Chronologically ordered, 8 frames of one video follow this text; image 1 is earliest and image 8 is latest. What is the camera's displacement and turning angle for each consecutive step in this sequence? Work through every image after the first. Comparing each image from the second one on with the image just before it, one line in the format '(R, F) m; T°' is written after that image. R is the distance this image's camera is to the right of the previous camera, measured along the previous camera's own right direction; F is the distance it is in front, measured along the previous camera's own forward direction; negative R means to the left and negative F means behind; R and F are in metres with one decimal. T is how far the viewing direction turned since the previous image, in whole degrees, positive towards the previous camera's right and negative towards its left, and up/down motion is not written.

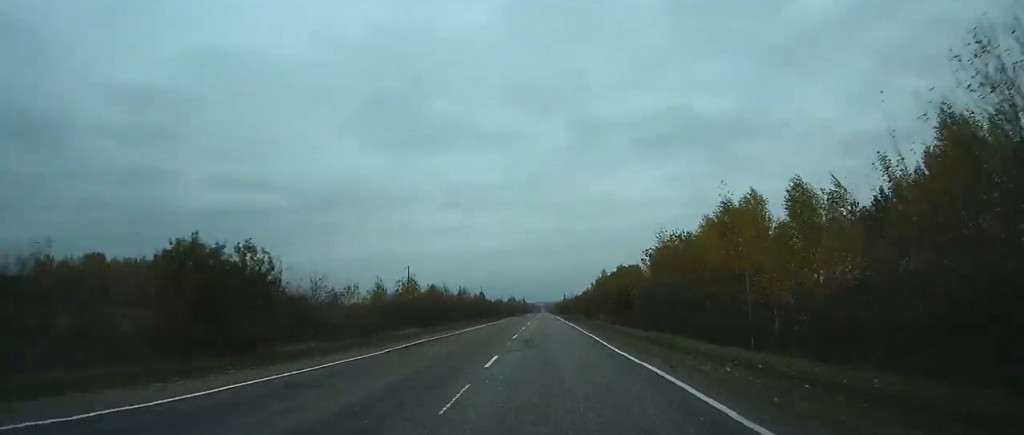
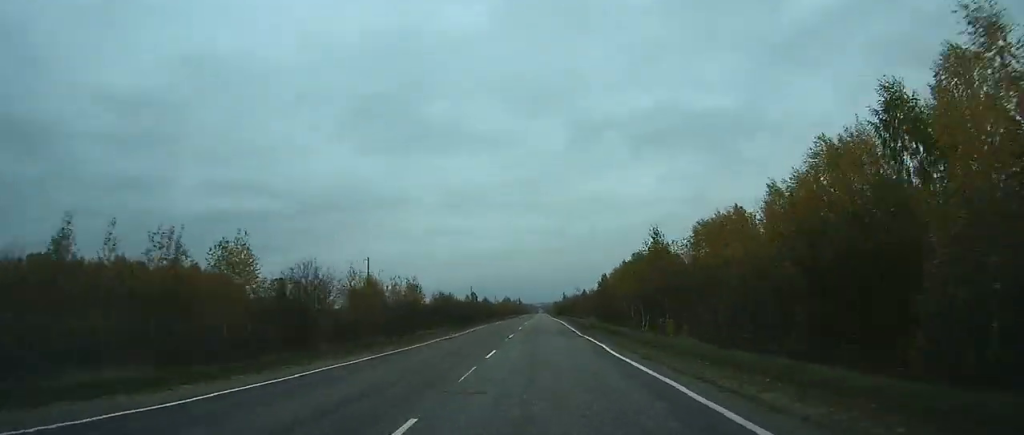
(+0.1, +34.4) m; 0°
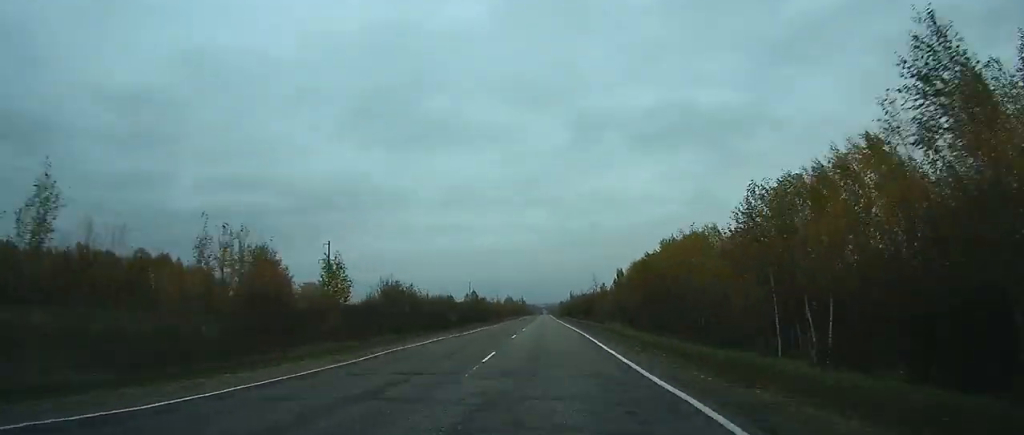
(+0.1, +26.3) m; 0°
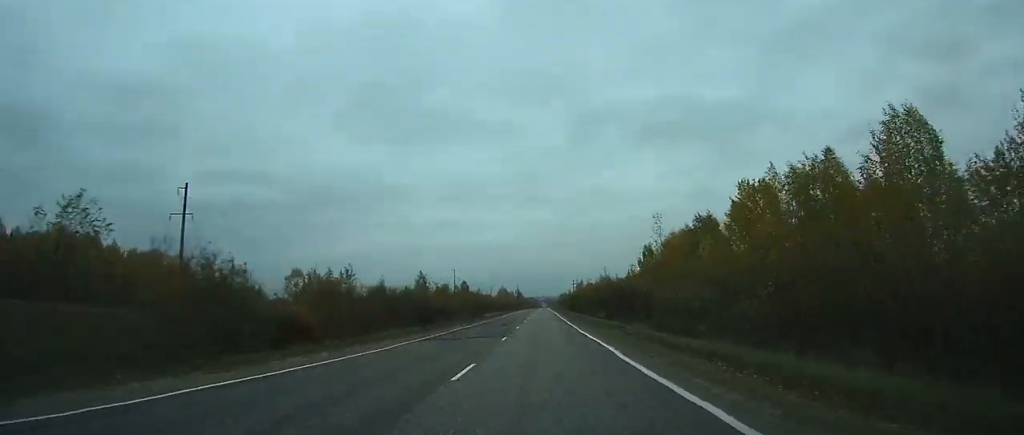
(-0.2, +41.1) m; 0°
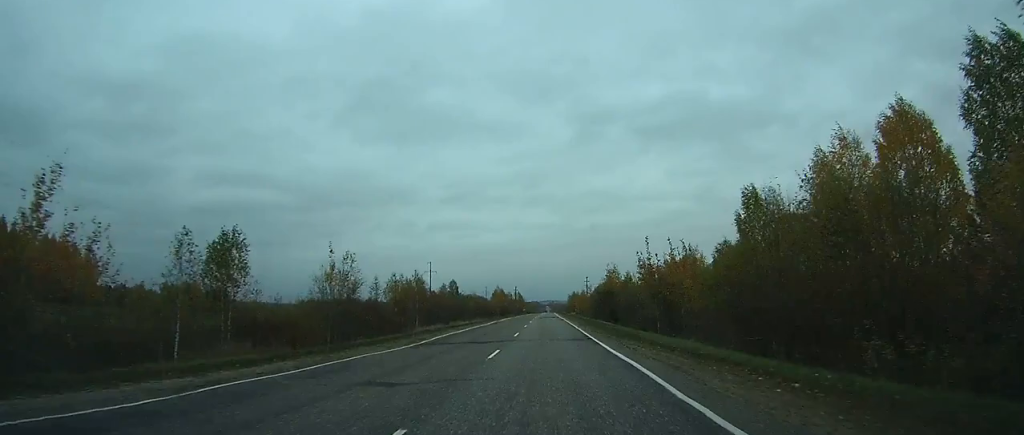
(-0.2, +53.7) m; 0°
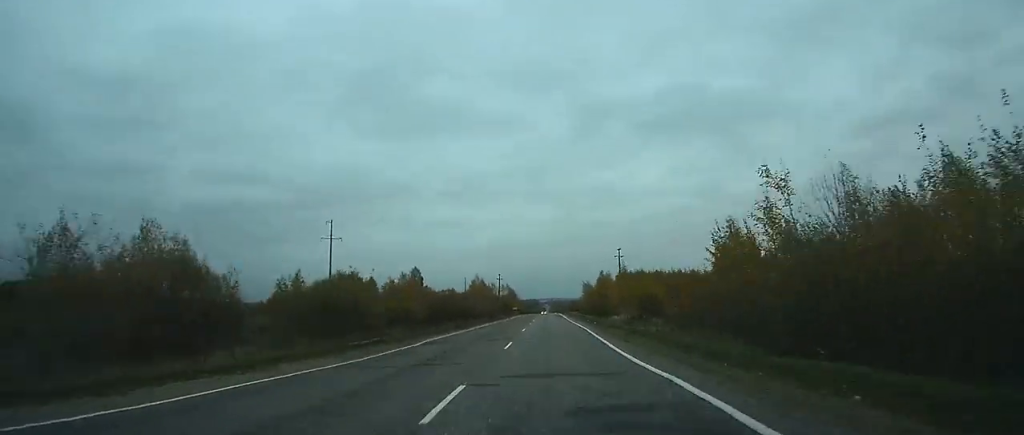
(-0.1, +78.0) m; 0°
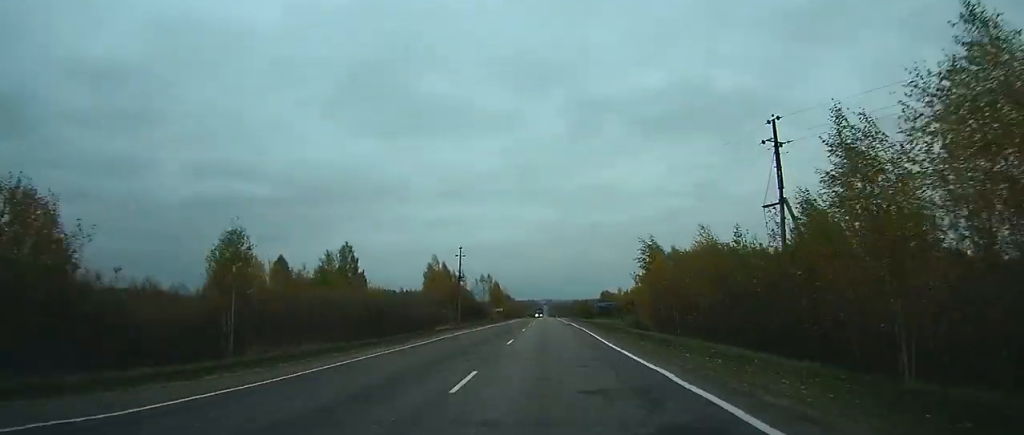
(+0.2, +72.3) m; 0°
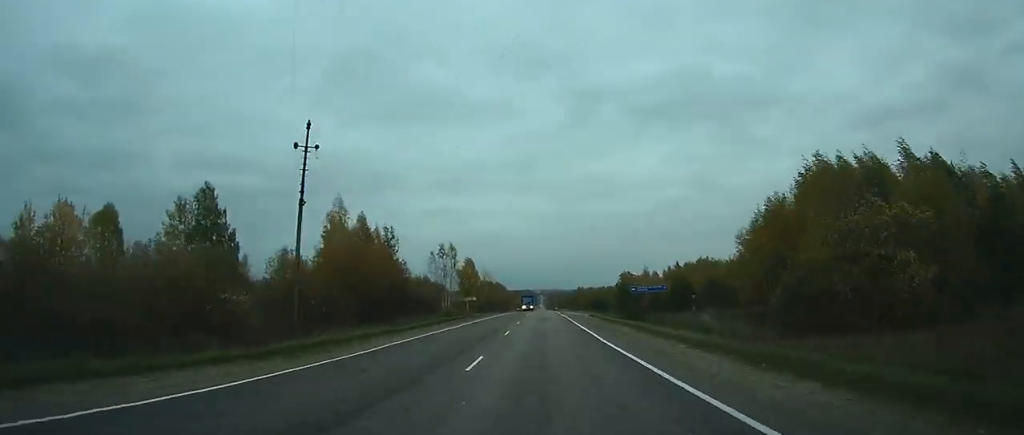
(0.0, +59.3) m; 0°
